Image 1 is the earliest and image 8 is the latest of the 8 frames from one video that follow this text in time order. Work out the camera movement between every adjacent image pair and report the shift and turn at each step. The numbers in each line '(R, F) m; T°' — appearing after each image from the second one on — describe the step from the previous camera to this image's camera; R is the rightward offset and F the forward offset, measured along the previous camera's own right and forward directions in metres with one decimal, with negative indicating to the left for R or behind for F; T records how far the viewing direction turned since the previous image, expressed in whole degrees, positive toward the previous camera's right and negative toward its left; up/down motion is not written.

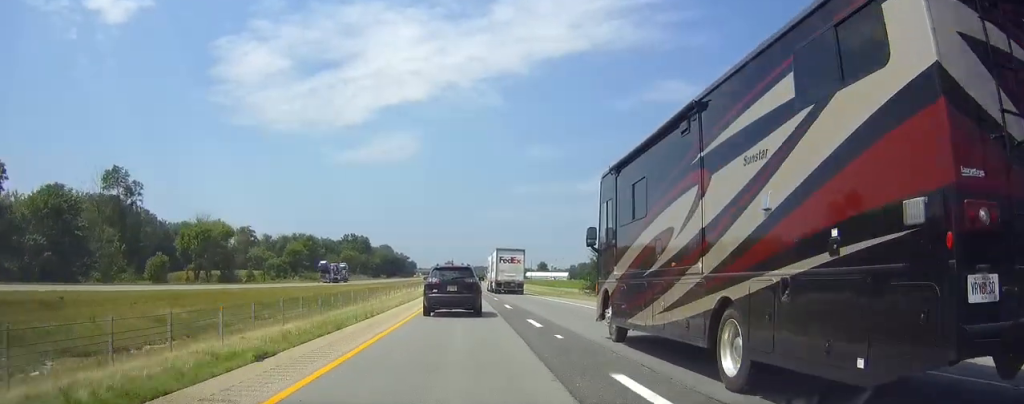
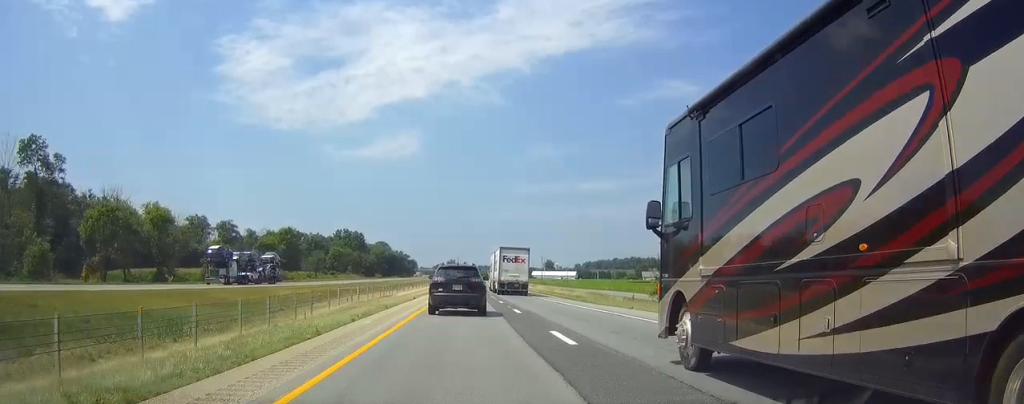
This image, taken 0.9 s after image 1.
(-0.1, +28.8) m; 0°
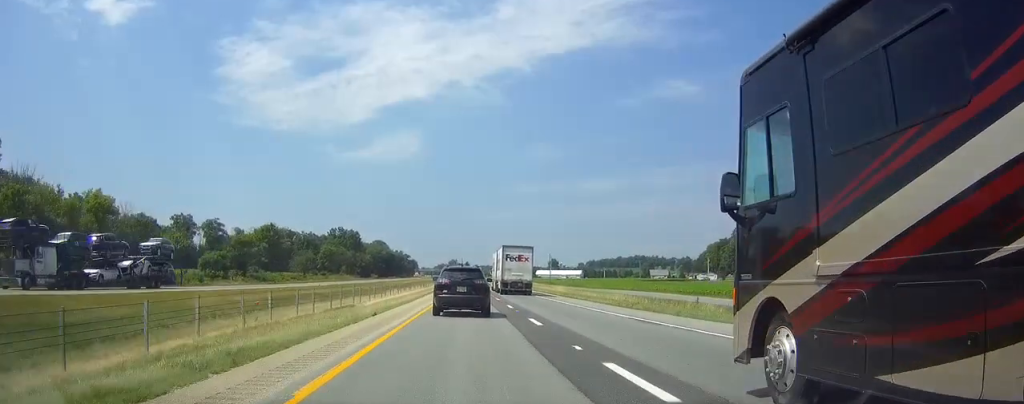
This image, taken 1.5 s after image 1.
(0.0, +18.2) m; 0°
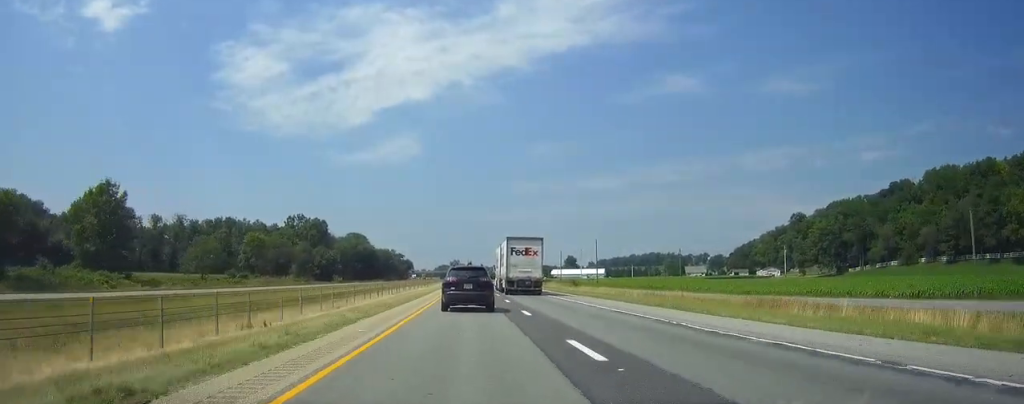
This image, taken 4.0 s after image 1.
(-0.2, +81.1) m; 0°
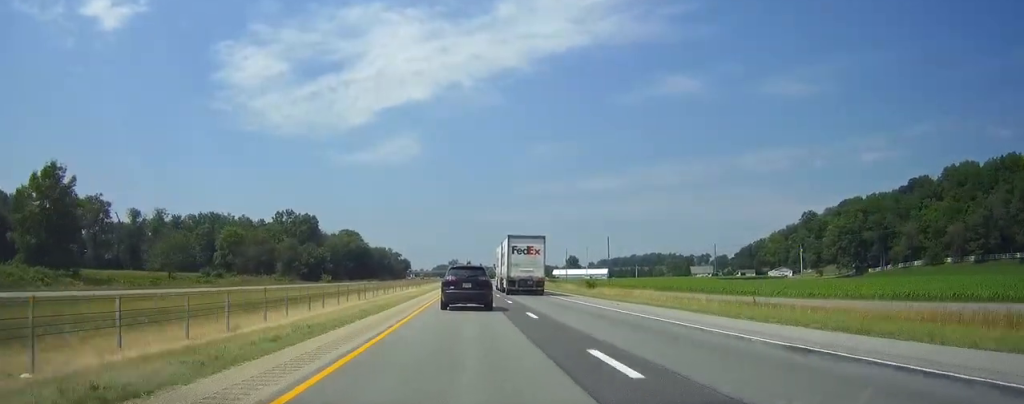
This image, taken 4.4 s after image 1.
(0.0, +14.1) m; 0°
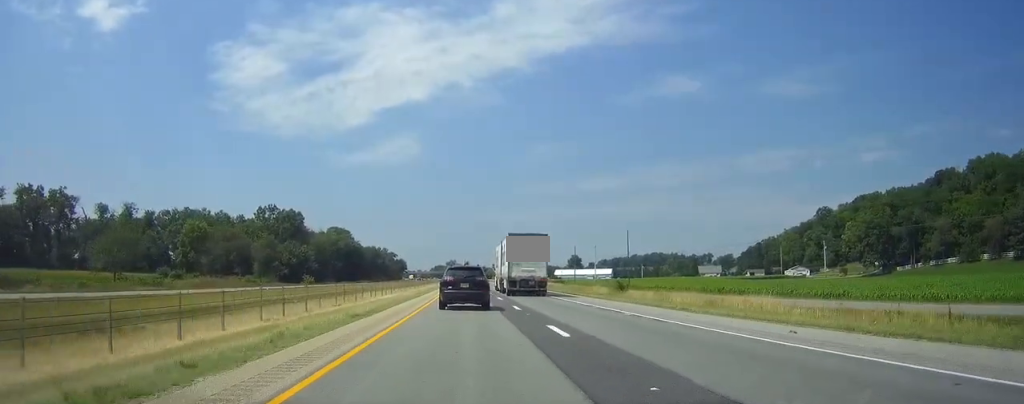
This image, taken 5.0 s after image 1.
(0.0, +18.5) m; 0°
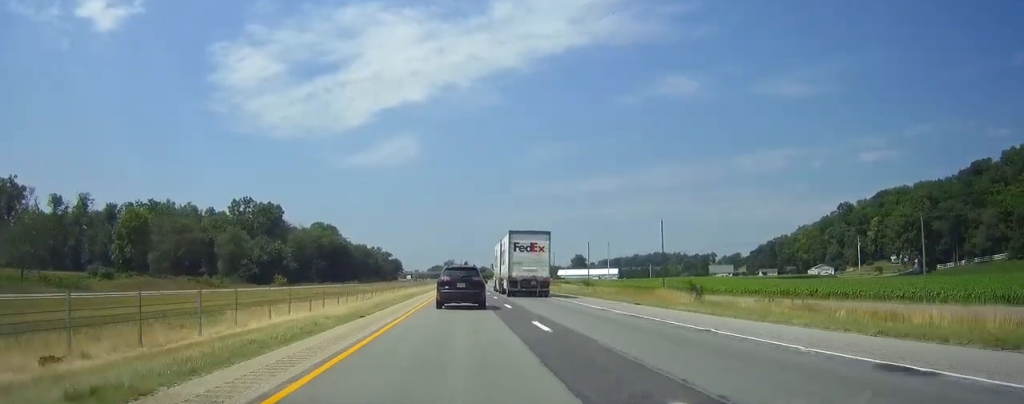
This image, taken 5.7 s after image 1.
(0.0, +22.9) m; 0°
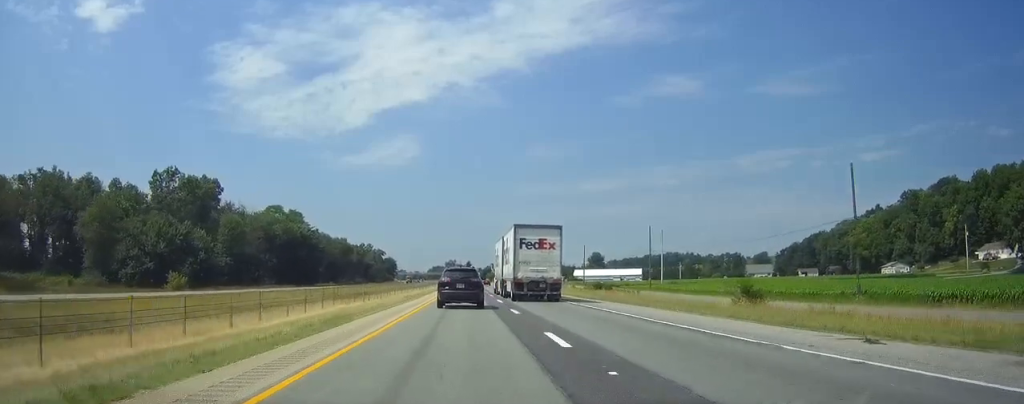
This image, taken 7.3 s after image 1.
(-0.1, +52.4) m; 0°
